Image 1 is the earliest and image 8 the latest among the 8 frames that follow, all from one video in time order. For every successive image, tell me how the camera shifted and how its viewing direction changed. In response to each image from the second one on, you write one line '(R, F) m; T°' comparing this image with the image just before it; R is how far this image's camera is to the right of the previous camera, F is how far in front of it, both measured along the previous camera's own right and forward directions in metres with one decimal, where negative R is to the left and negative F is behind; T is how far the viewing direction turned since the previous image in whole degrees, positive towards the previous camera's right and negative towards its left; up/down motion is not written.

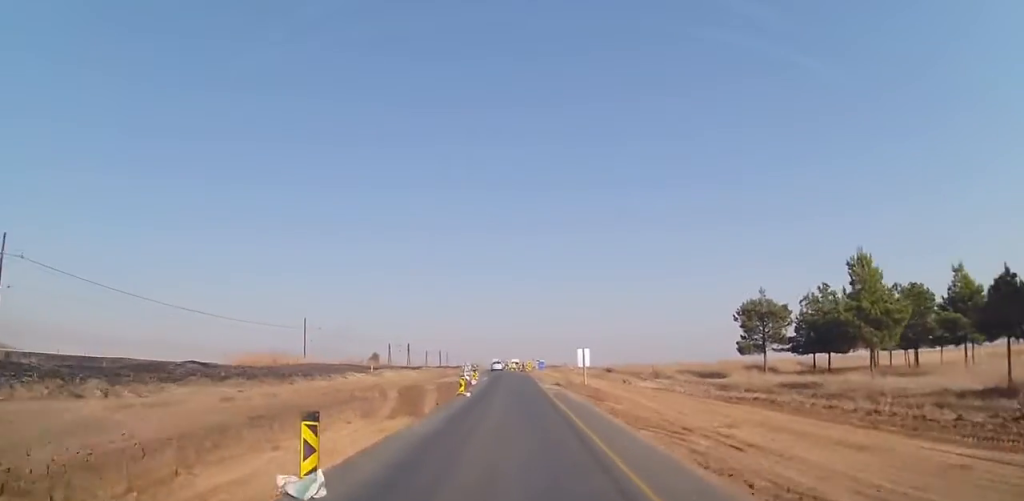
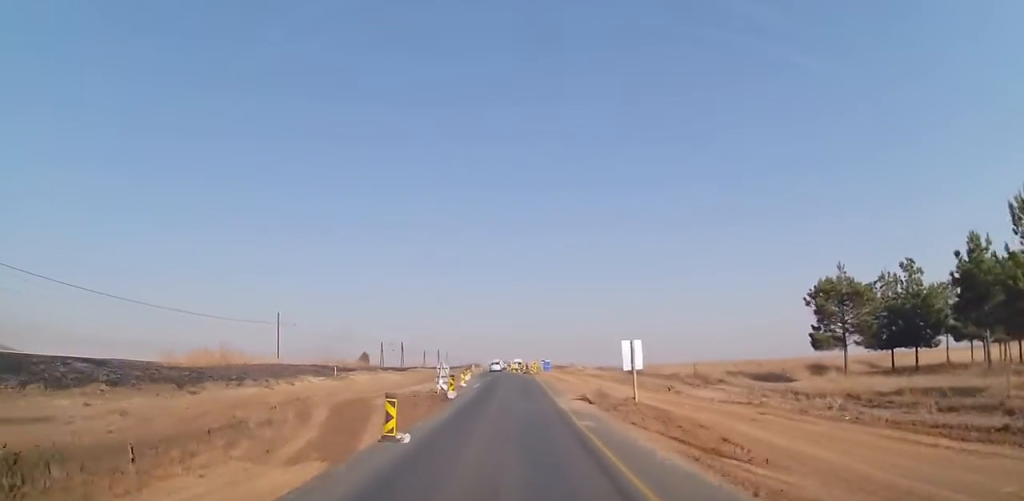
(0.0, +12.5) m; 0°
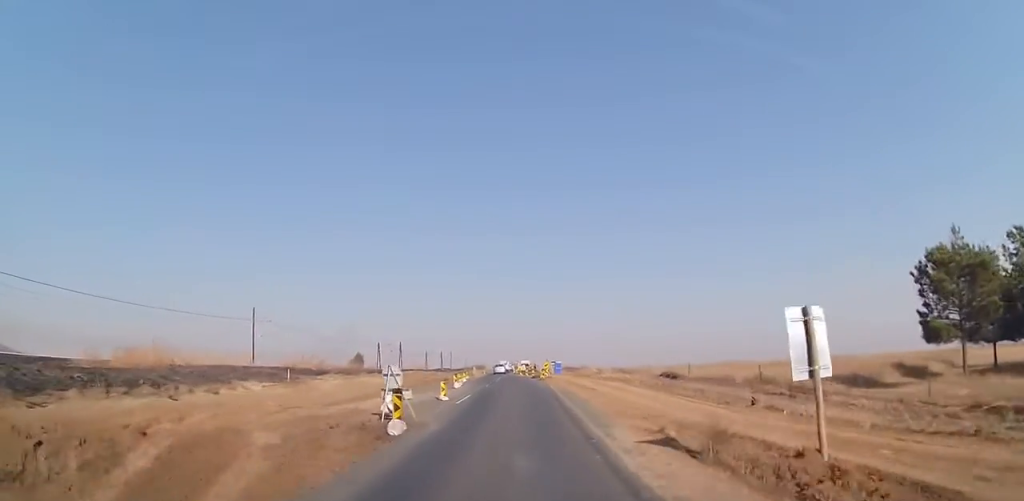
(0.0, +10.9) m; 0°
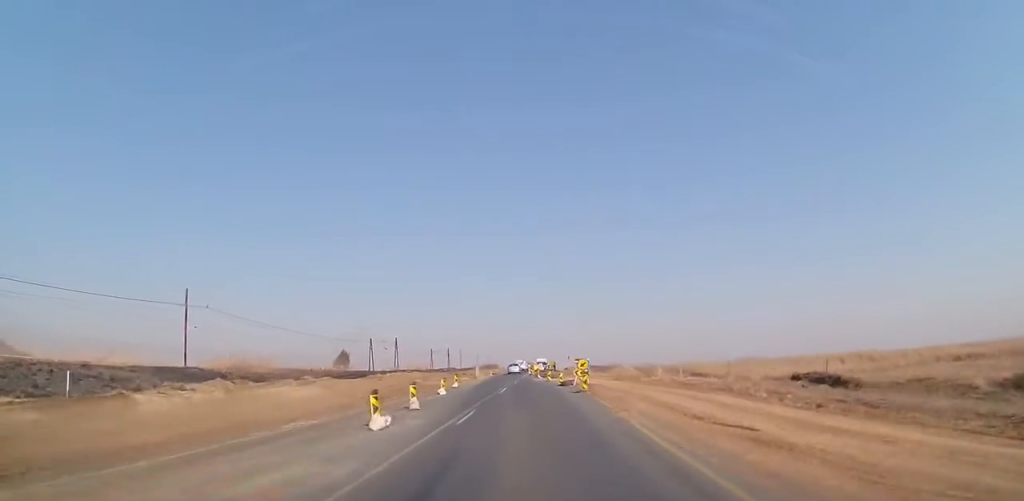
(0.0, +20.2) m; 0°
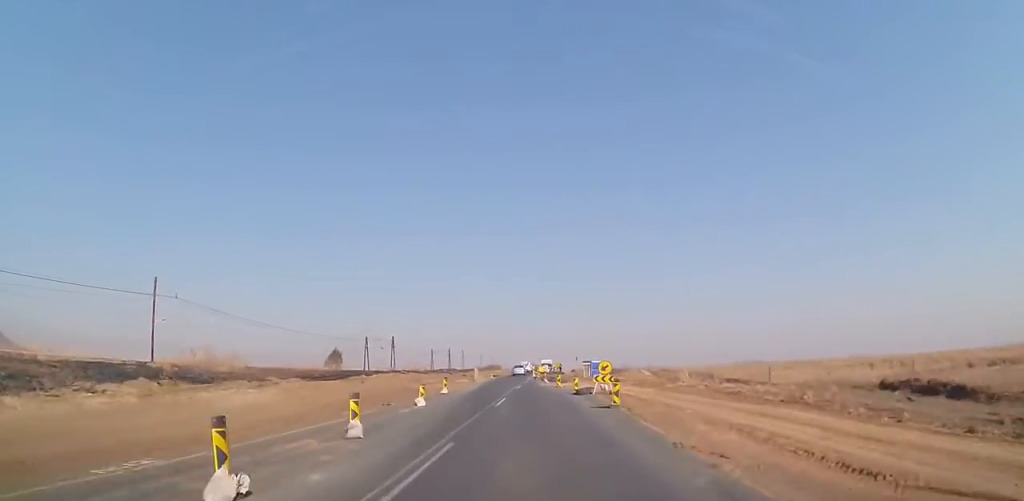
(0.0, +6.7) m; 0°
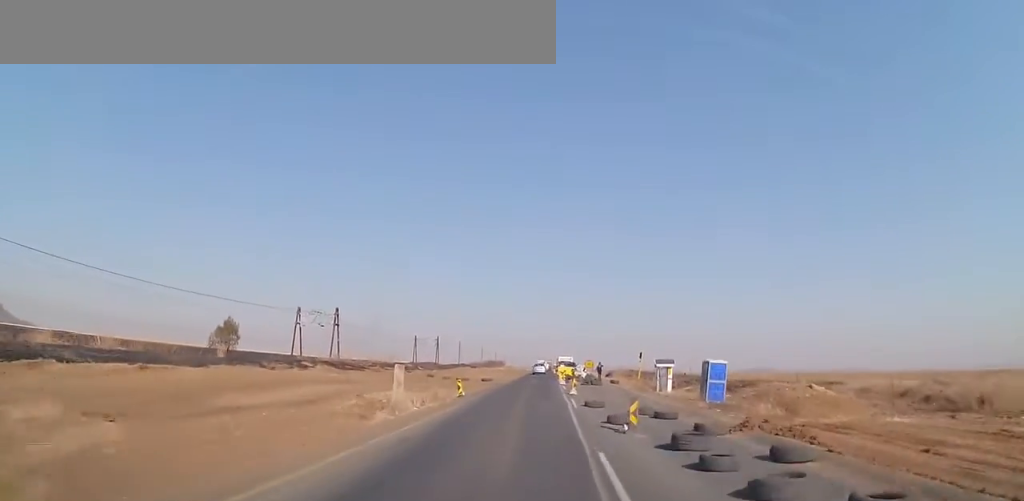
(-0.2, +40.9) m; -2°
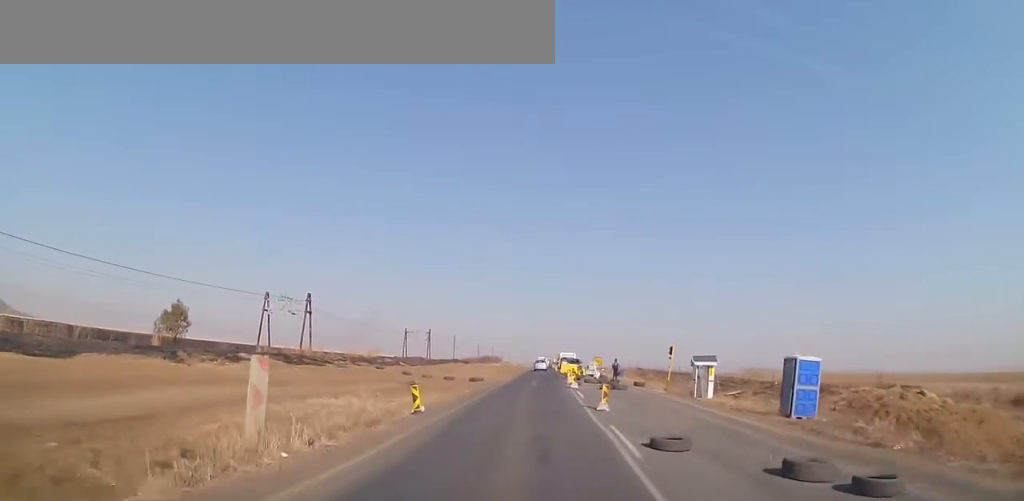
(-0.2, +9.7) m; 0°
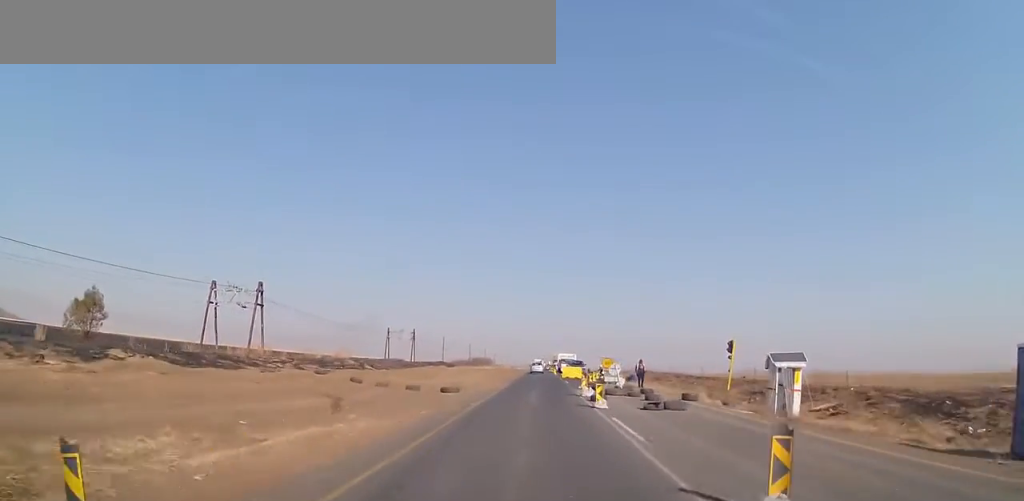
(-0.1, +11.2) m; +1°
